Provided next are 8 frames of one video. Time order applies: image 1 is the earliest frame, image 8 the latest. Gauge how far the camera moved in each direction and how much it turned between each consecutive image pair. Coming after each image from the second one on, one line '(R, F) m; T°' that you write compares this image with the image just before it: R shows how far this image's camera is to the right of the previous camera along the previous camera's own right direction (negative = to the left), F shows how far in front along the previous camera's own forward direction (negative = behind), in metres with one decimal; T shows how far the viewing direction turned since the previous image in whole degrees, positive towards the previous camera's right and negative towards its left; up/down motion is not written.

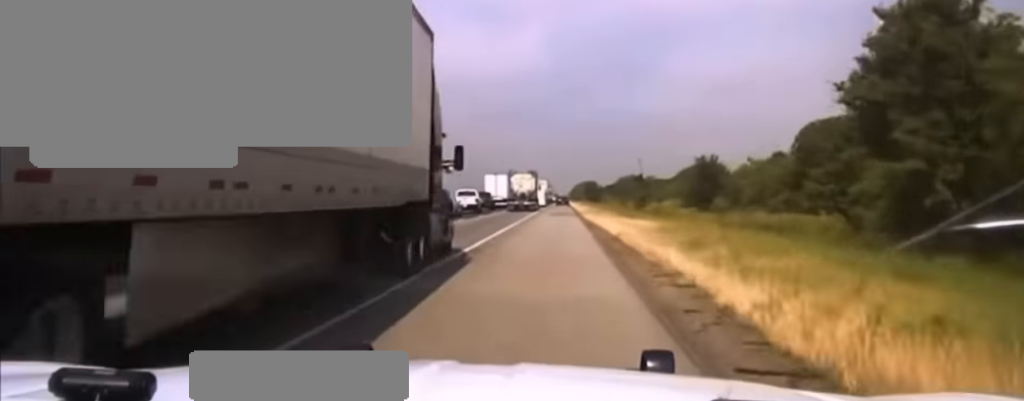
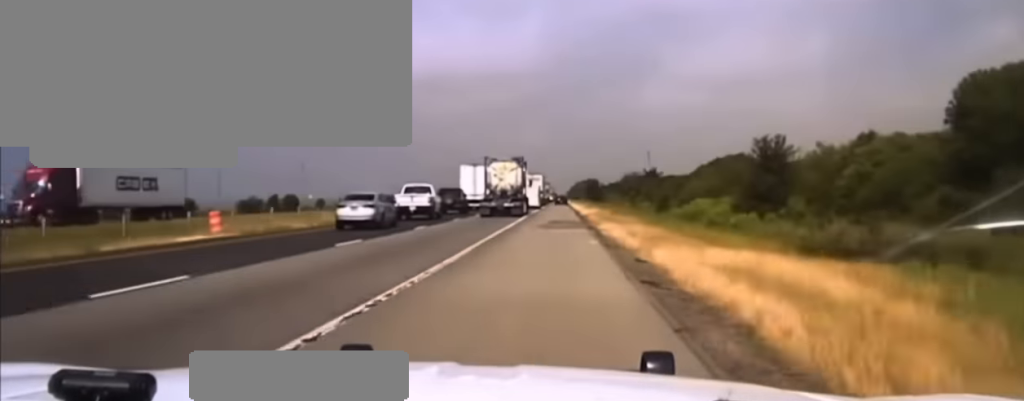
(0.0, +26.3) m; 0°
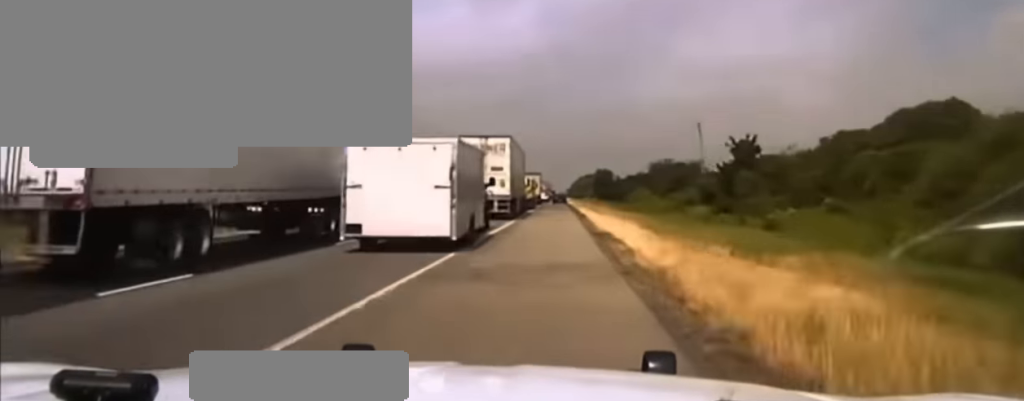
(-0.1, +71.2) m; 0°
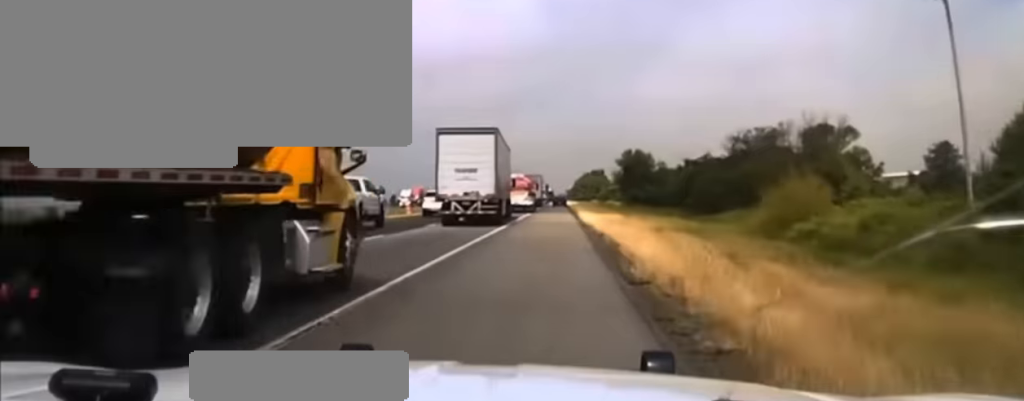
(-0.1, +77.3) m; 0°
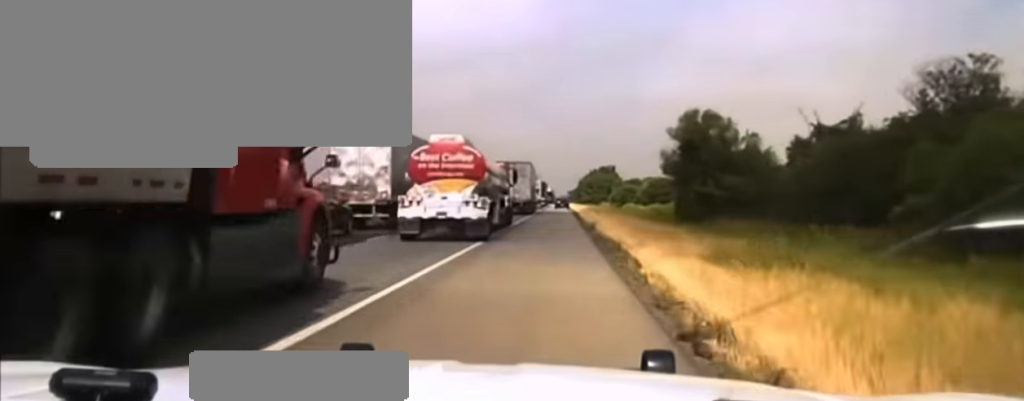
(0.0, +42.9) m; 0°
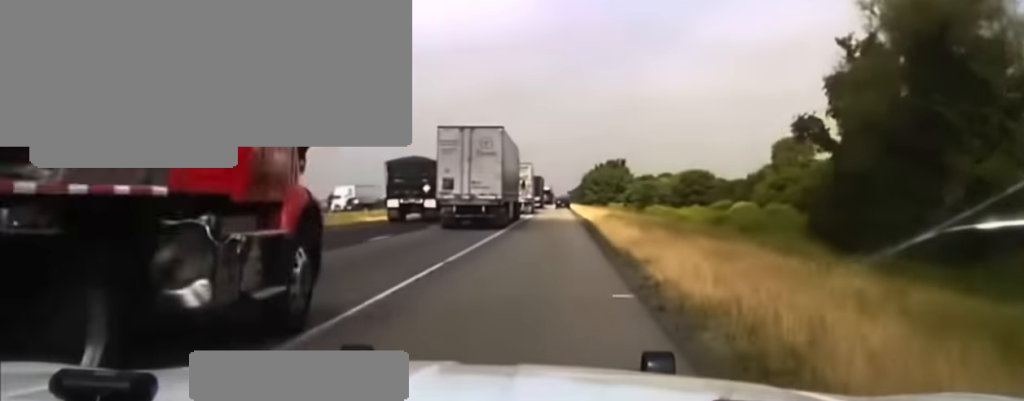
(0.0, +30.2) m; 0°
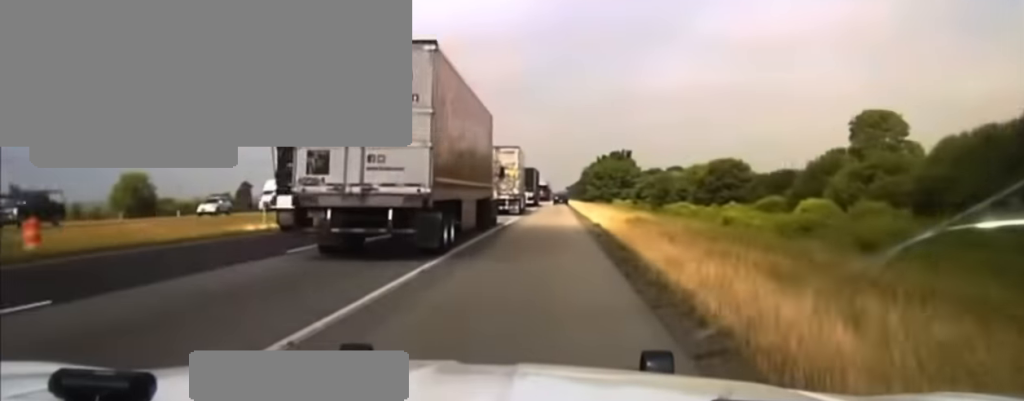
(0.0, +16.2) m; 0°
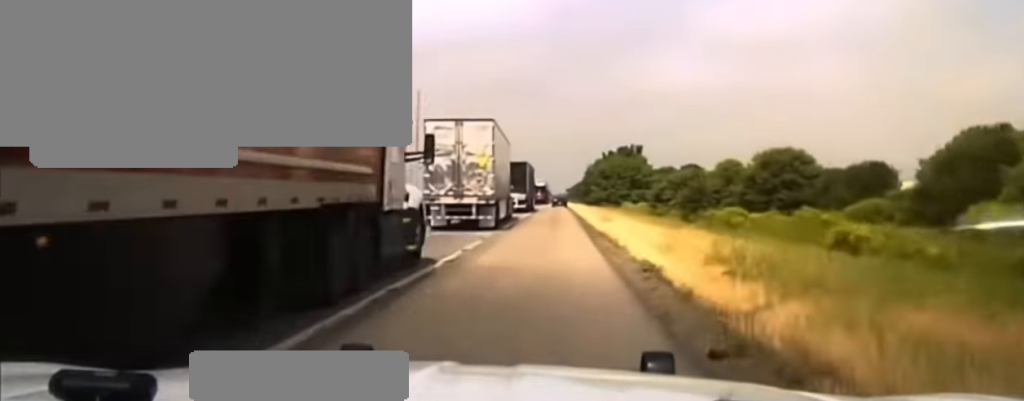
(0.0, +18.9) m; 0°
